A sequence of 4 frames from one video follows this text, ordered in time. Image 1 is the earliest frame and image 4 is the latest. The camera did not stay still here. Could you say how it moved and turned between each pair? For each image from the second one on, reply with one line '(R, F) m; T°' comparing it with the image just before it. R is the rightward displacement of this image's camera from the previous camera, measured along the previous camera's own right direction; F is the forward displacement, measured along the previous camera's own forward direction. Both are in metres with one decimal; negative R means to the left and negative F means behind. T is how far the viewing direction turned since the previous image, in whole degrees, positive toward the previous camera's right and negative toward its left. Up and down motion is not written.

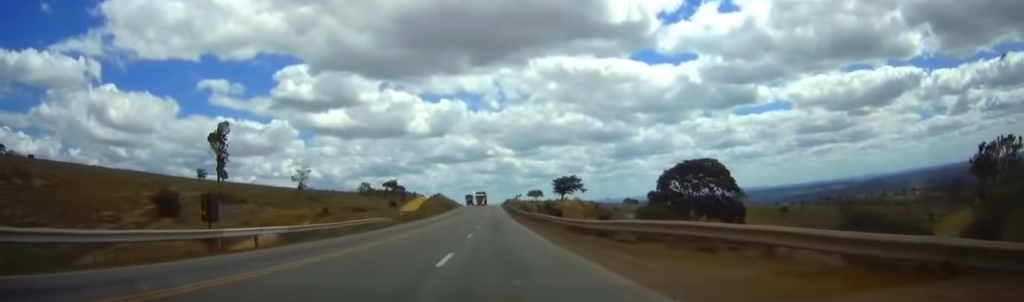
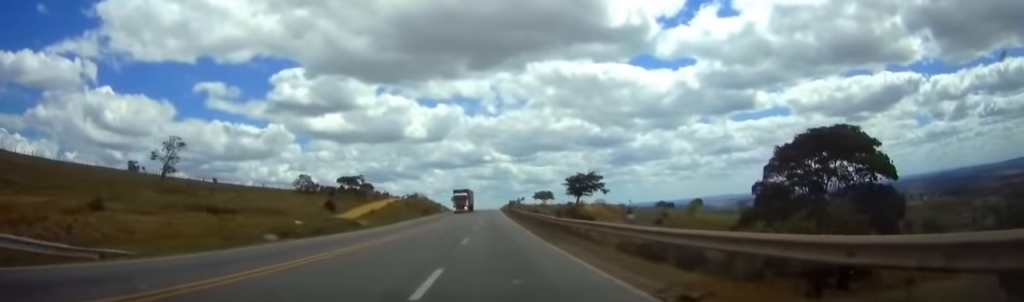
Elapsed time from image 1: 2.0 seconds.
(-0.2, +52.2) m; 0°
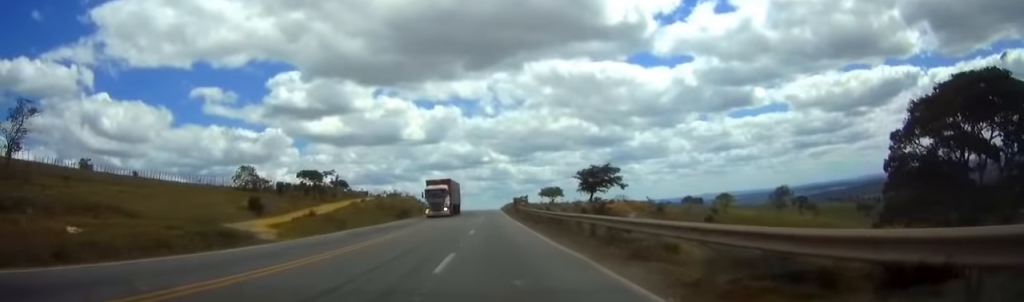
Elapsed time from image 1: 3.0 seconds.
(+0.1, +27.6) m; 0°
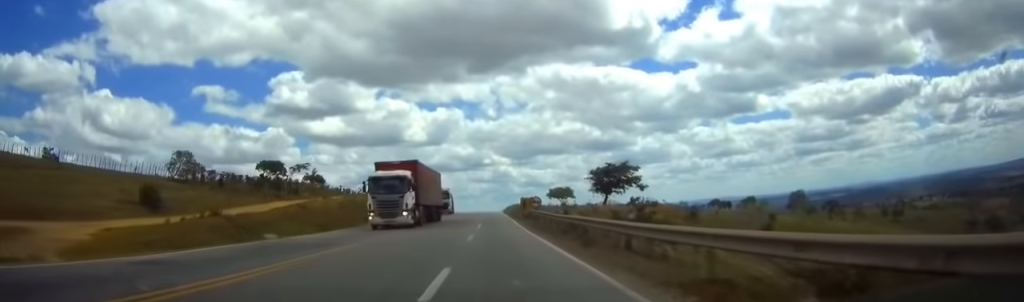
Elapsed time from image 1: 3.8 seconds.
(0.0, +19.8) m; 0°
